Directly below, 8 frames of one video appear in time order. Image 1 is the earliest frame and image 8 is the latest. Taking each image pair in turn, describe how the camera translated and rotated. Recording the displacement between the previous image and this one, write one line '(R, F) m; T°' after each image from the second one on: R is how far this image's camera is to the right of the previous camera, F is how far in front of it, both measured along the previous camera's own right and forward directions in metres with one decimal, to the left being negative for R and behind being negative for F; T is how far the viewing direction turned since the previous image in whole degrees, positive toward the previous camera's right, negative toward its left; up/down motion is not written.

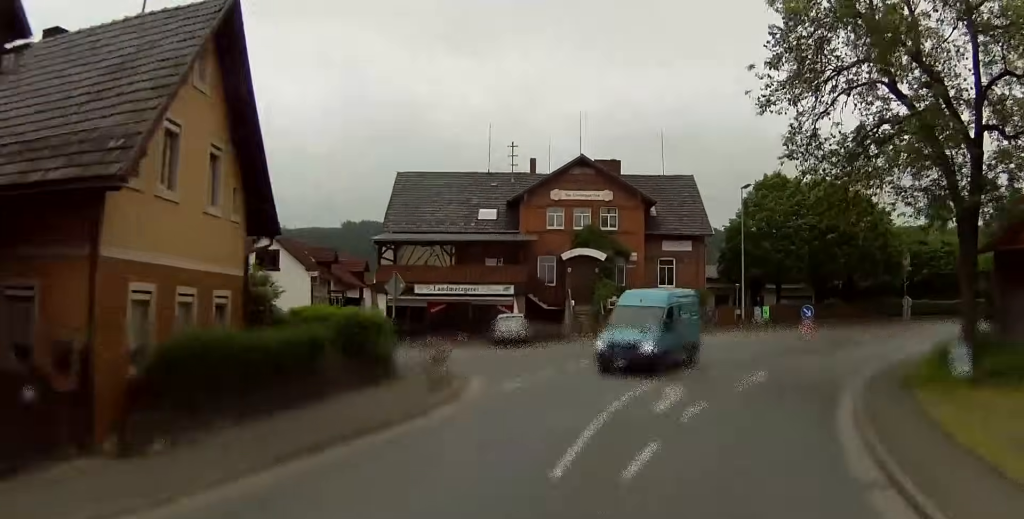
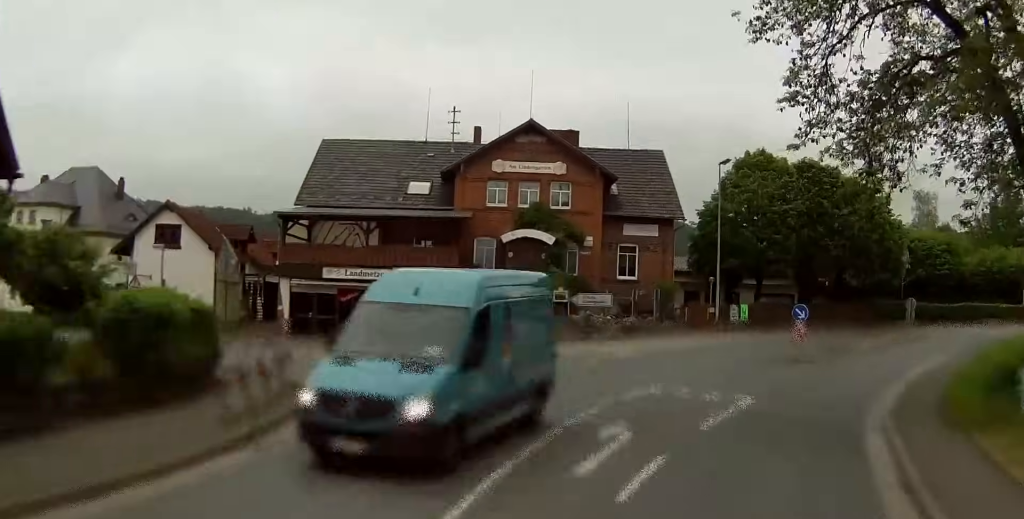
(0.0, +7.8) m; 0°
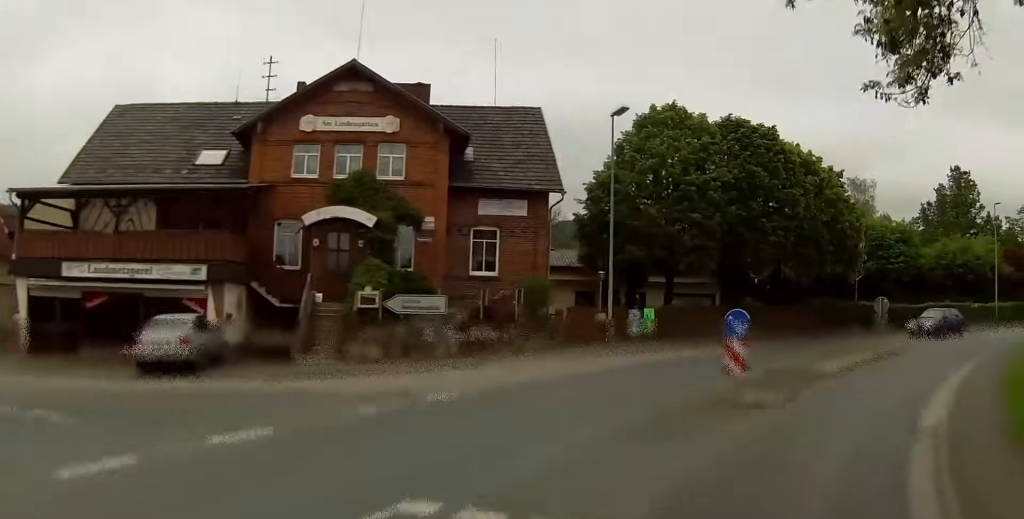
(0.0, +12.0) m; +1°
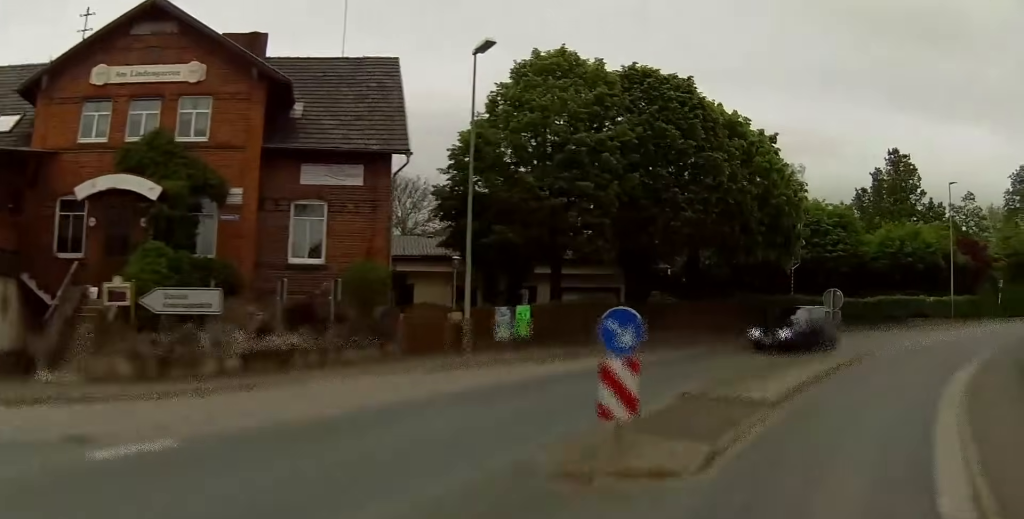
(0.0, +7.7) m; +4°
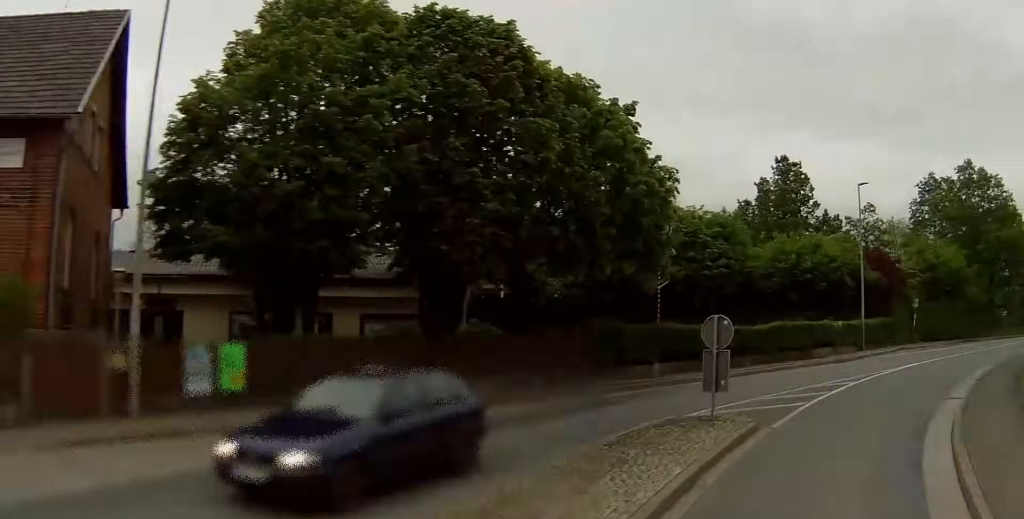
(+0.1, +9.1) m; +9°
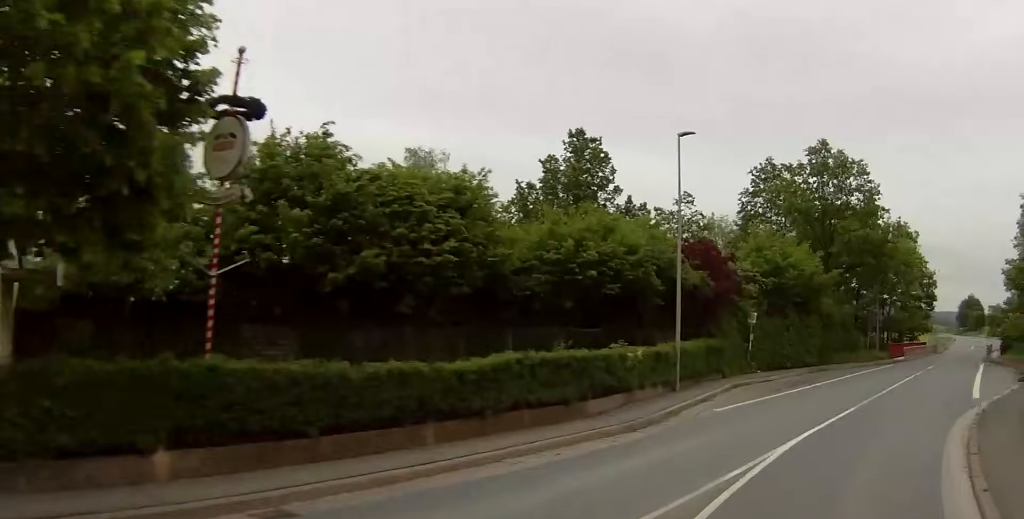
(+2.4, +16.1) m; +11°
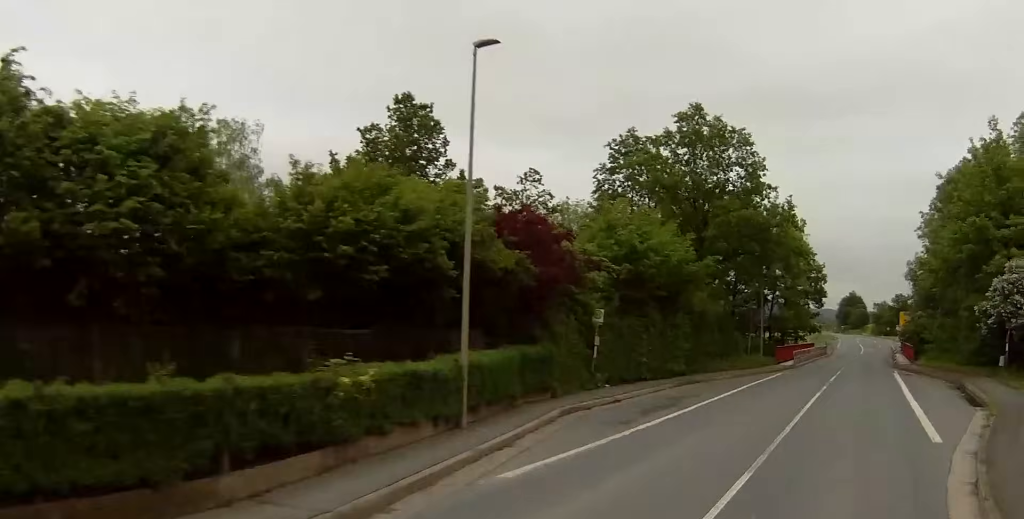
(+0.3, +10.0) m; +6°
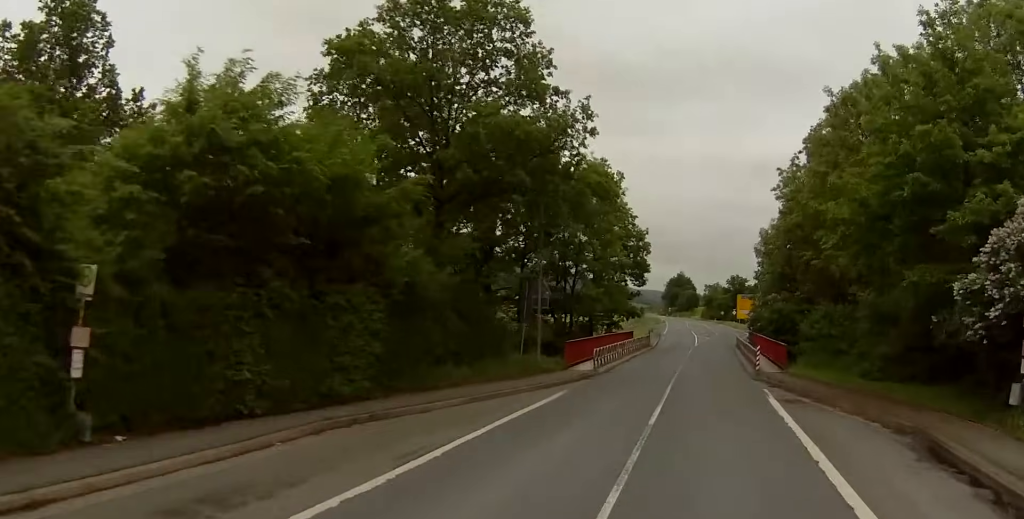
(+2.3, +18.5) m; +15°
